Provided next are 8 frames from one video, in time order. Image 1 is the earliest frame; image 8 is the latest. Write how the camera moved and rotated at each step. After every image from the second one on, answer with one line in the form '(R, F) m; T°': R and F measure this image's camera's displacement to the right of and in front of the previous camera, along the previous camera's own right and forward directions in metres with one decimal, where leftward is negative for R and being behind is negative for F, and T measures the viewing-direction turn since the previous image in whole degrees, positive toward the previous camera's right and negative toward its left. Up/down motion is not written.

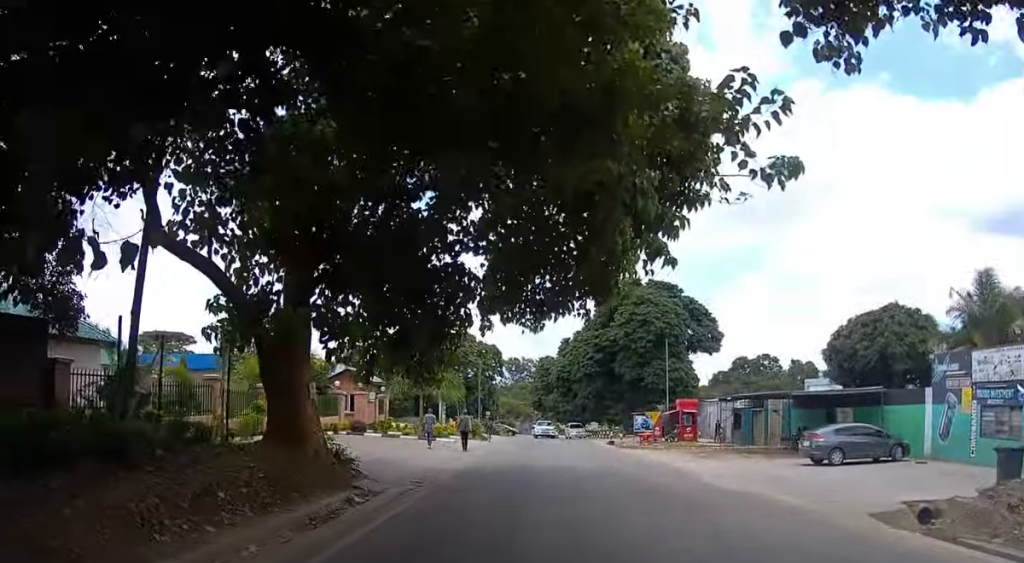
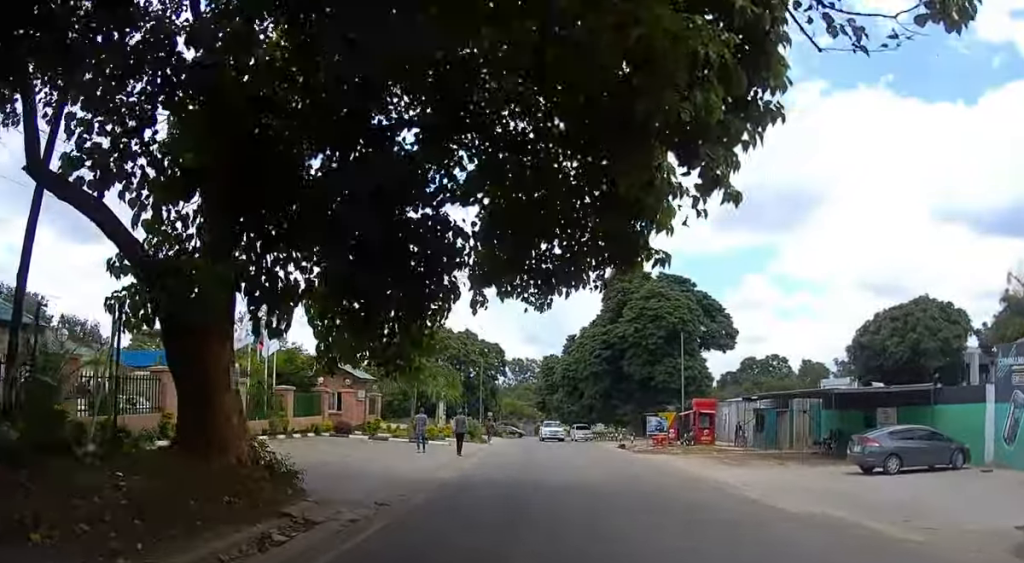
(-0.1, +3.9) m; -1°
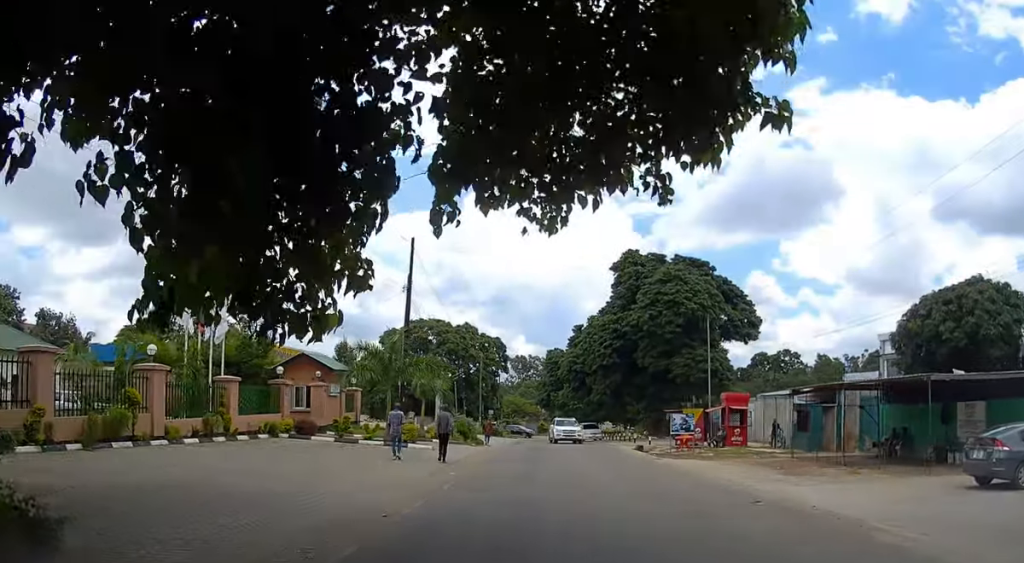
(-0.1, +6.3) m; 0°
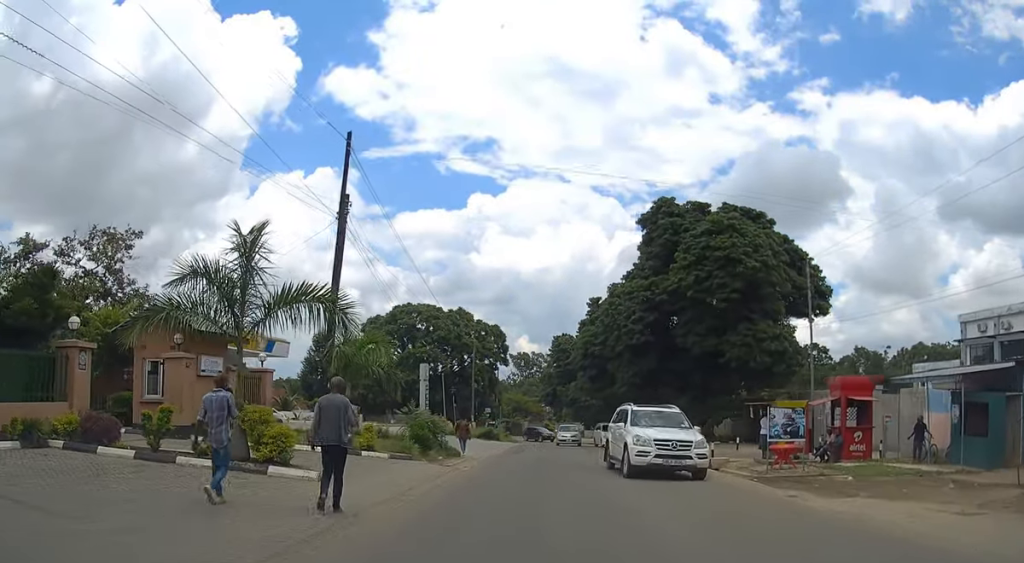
(+0.3, +14.8) m; +1°
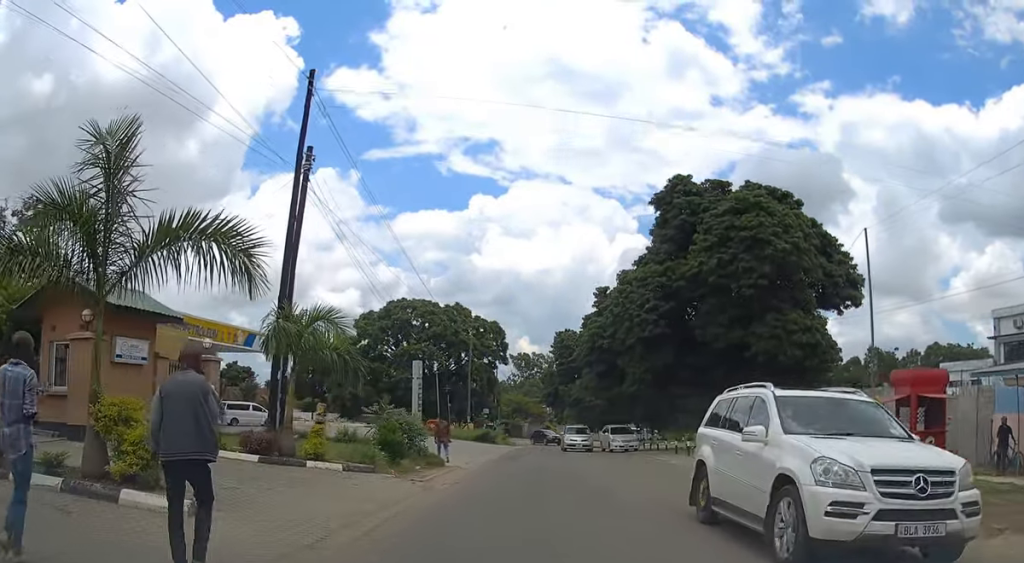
(0.0, +4.8) m; 0°
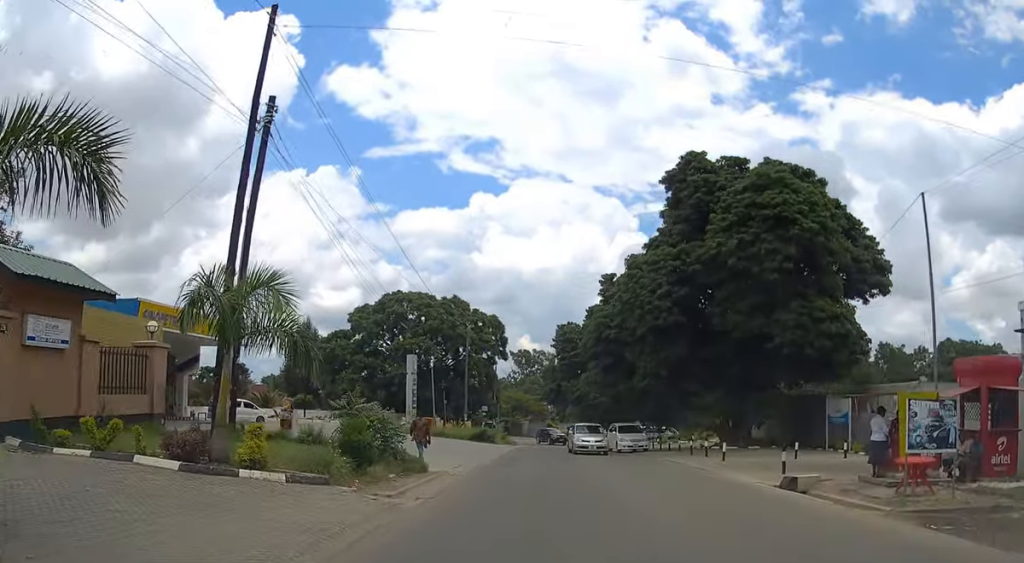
(0.0, +3.5) m; 0°
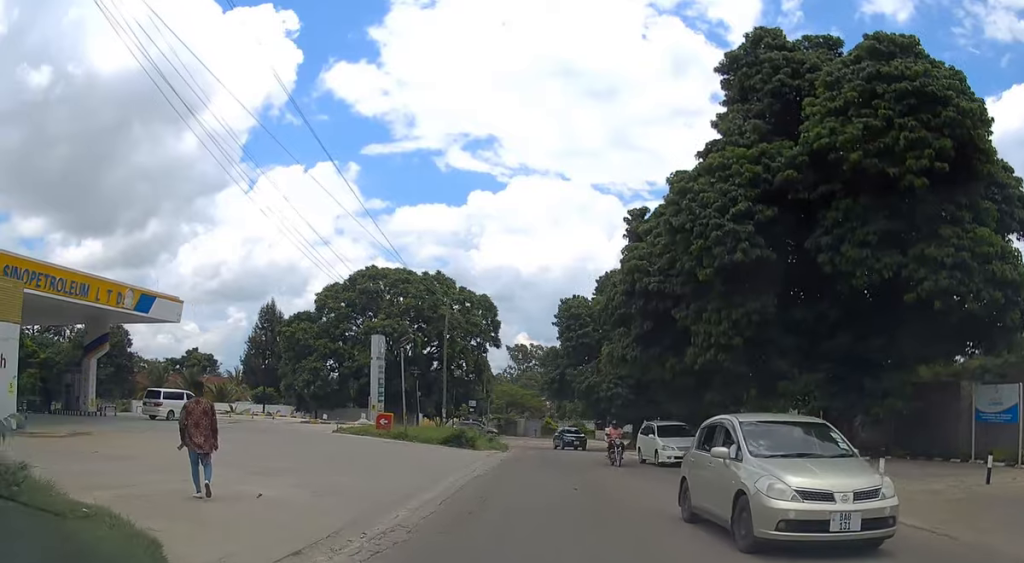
(-0.3, +13.3) m; 0°
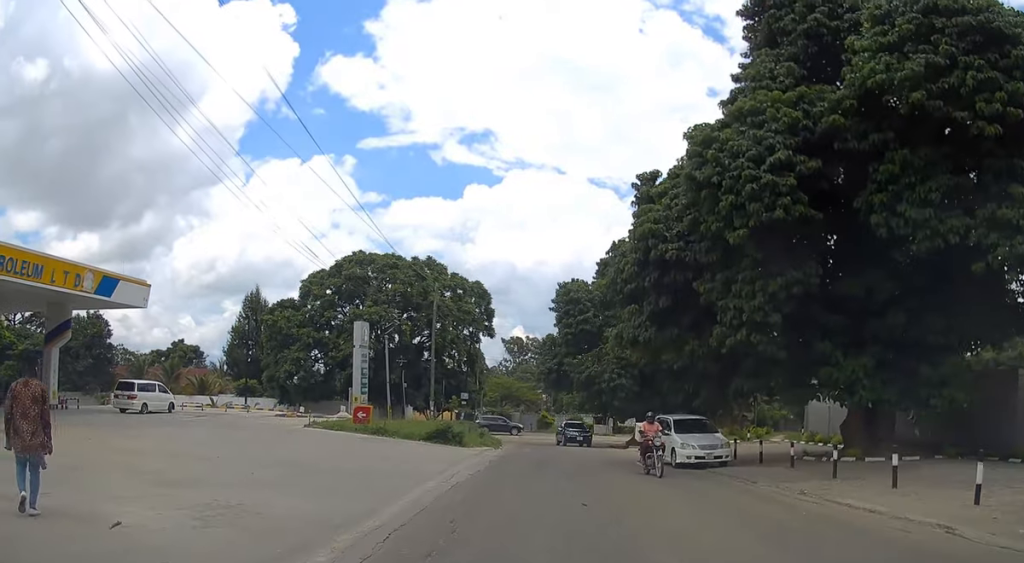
(+0.1, +4.1) m; +1°
